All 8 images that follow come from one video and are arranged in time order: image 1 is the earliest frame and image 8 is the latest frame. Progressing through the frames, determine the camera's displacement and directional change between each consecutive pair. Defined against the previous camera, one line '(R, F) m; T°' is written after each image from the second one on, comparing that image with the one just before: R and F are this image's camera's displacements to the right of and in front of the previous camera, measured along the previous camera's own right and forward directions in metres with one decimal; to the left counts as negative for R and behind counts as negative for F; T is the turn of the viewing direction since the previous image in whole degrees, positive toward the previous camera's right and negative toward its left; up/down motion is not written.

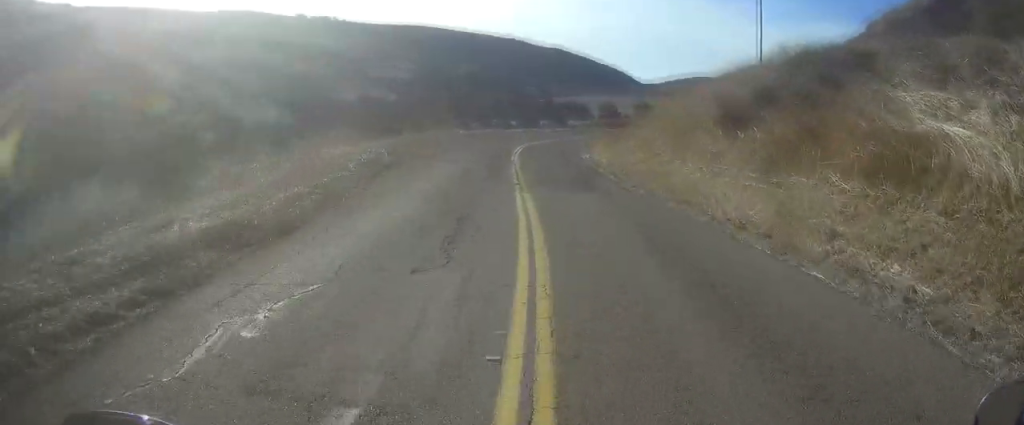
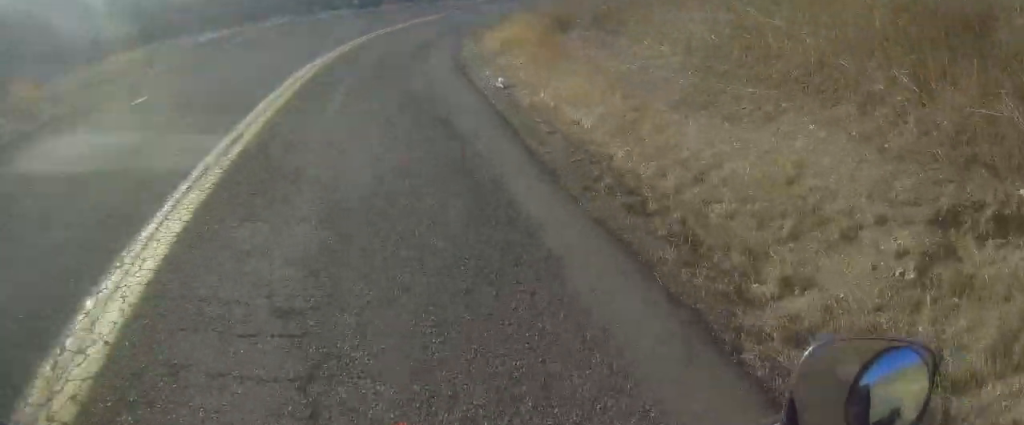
(-3.0, +26.3) m; -10°
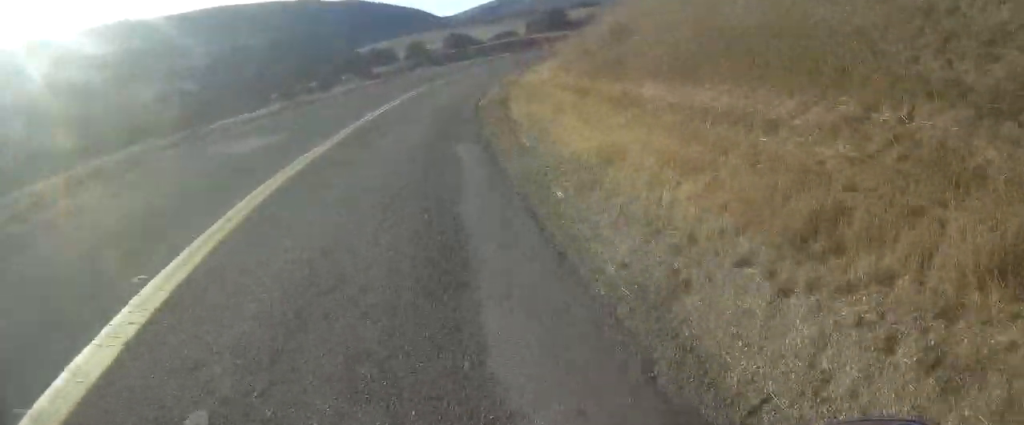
(-0.1, +16.0) m; +1°
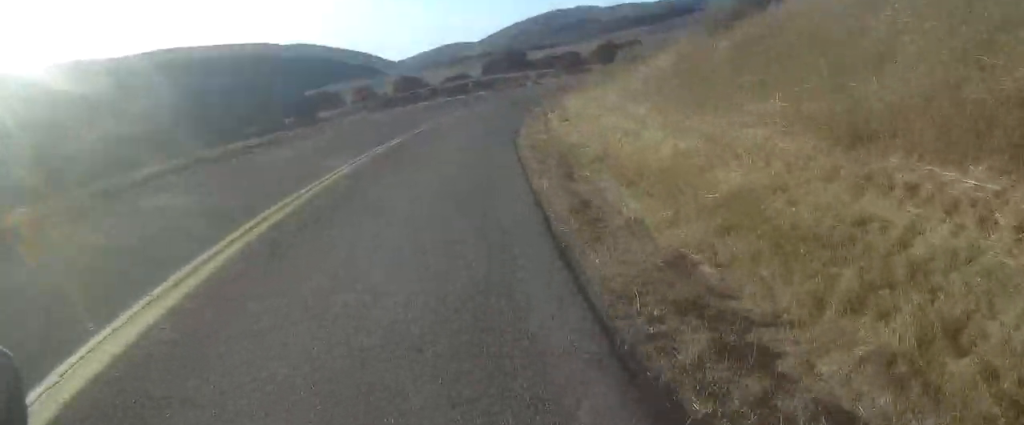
(+1.5, +24.2) m; +12°
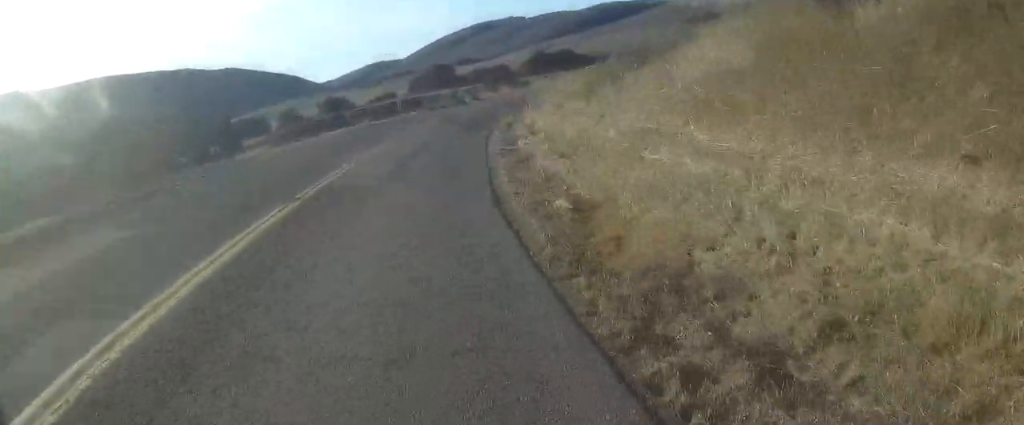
(+0.4, +10.3) m; +7°
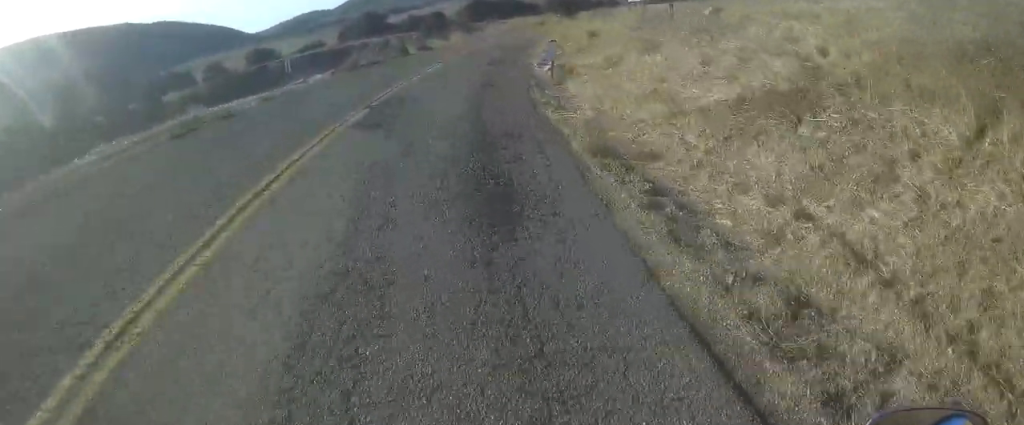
(+2.8, +22.5) m; +10°
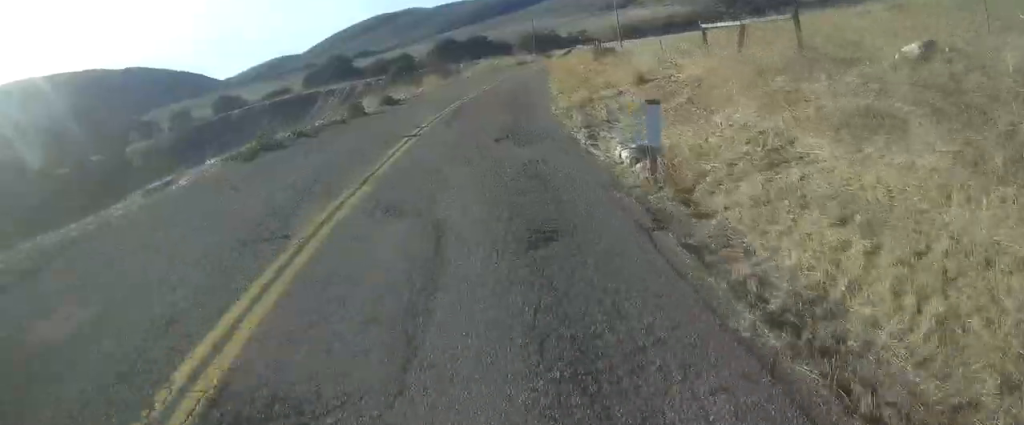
(-0.1, +10.8) m; +5°
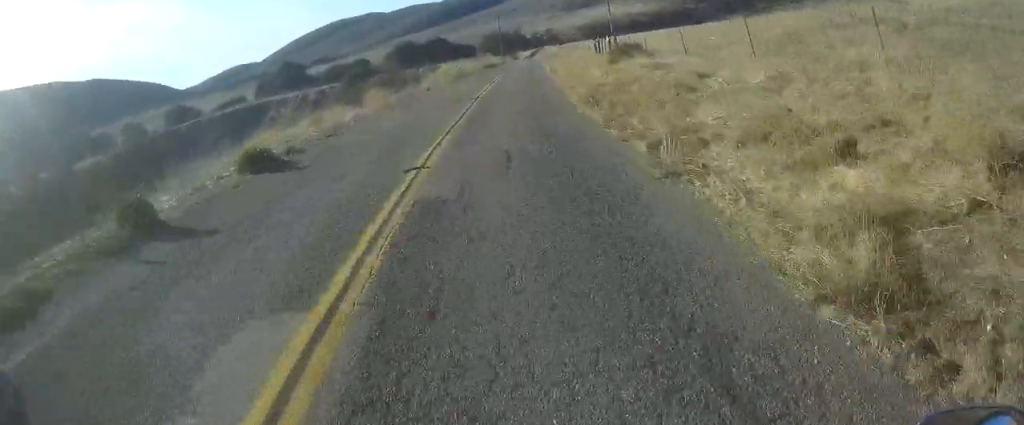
(+1.5, +15.8) m; +9°
